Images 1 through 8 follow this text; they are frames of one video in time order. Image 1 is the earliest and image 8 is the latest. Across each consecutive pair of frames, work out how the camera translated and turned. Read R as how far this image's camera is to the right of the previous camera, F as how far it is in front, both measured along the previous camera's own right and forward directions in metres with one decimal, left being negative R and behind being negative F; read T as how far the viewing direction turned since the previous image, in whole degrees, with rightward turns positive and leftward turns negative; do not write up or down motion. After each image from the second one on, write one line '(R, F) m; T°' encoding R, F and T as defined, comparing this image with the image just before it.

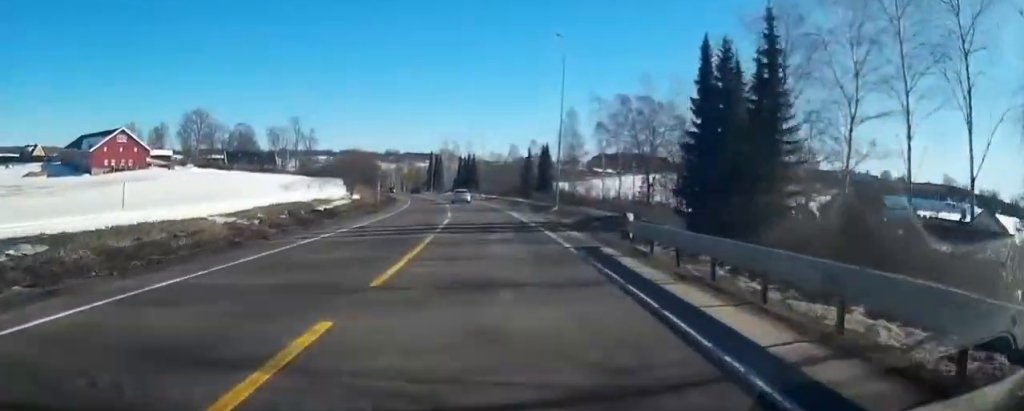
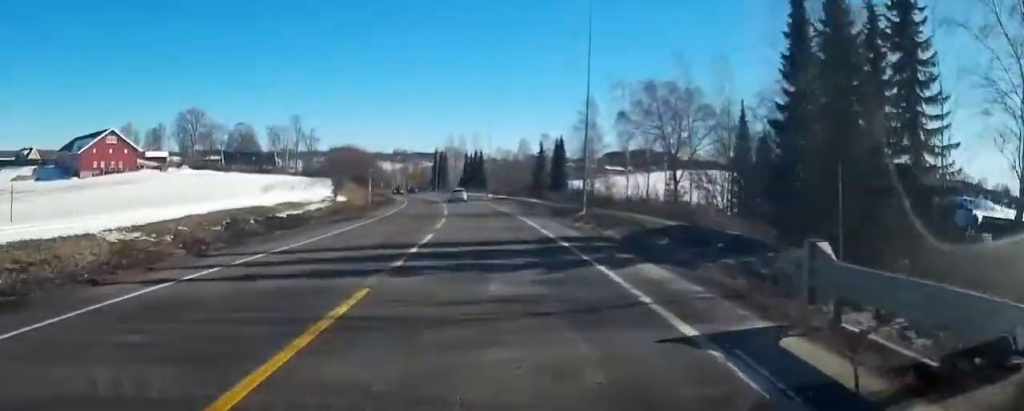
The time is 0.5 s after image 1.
(-0.2, +9.8) m; -1°
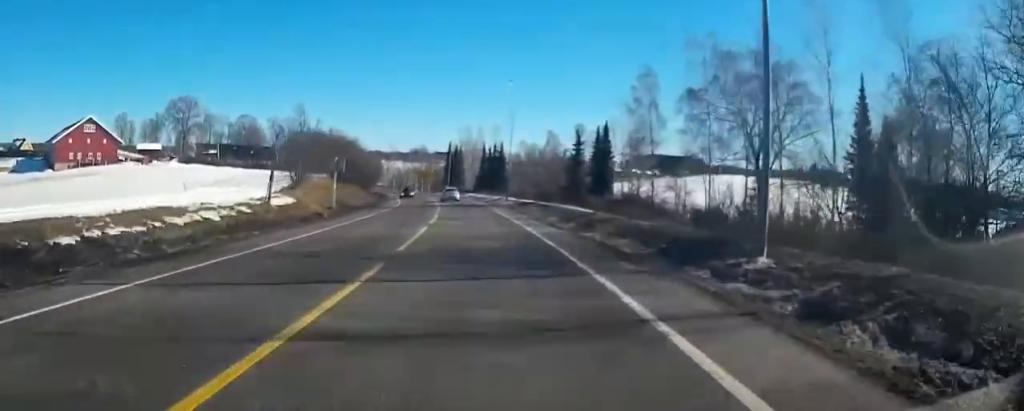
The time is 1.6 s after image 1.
(+0.1, +20.9) m; -2°
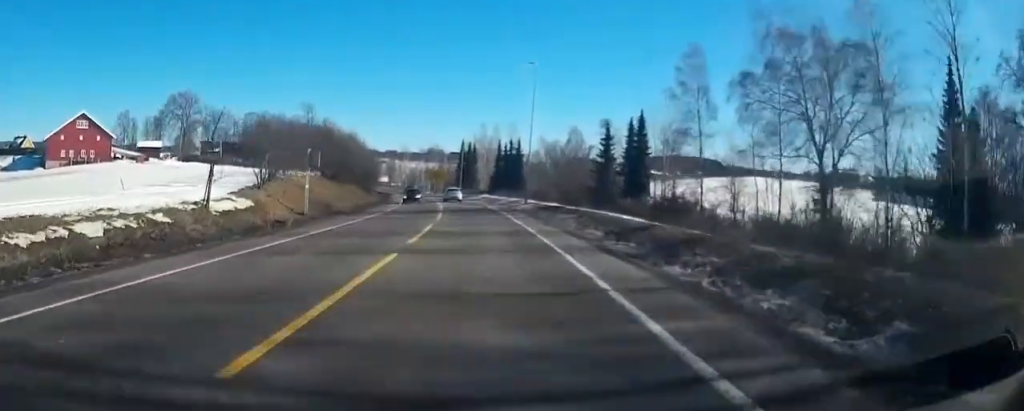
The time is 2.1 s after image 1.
(-0.4, +9.7) m; -1°
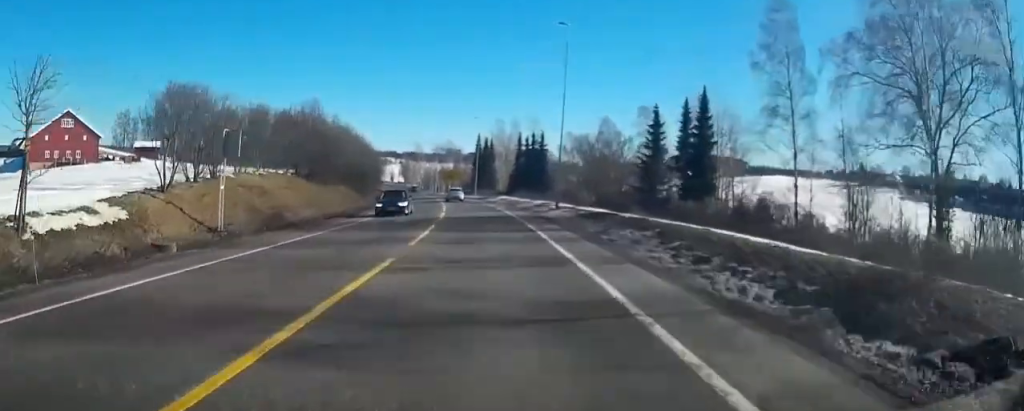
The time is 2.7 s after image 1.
(-0.3, +13.0) m; -2°
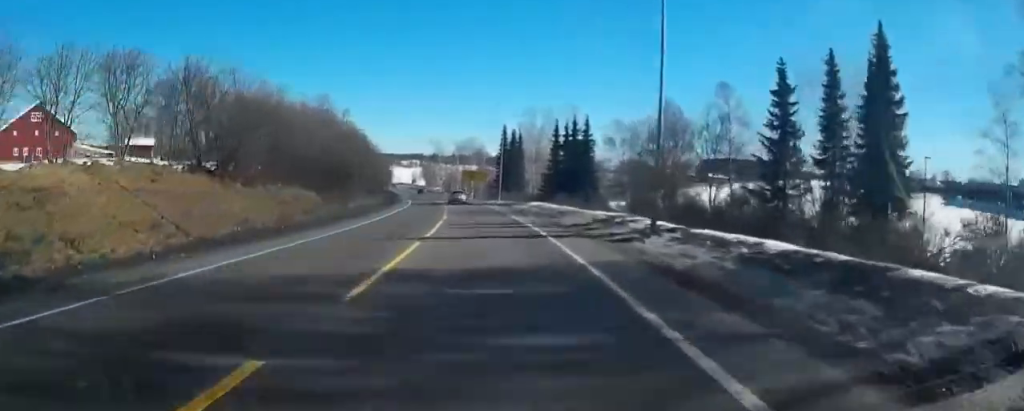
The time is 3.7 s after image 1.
(-0.3, +19.6) m; -2°
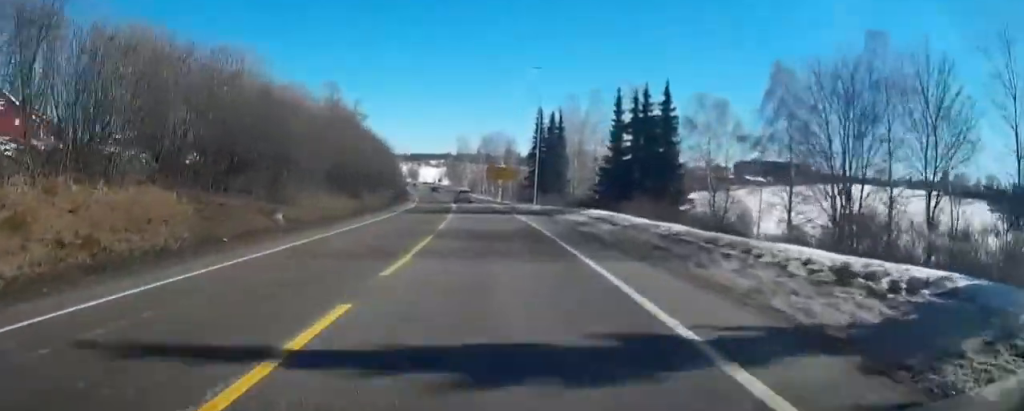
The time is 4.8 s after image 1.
(-0.5, +21.0) m; -2°
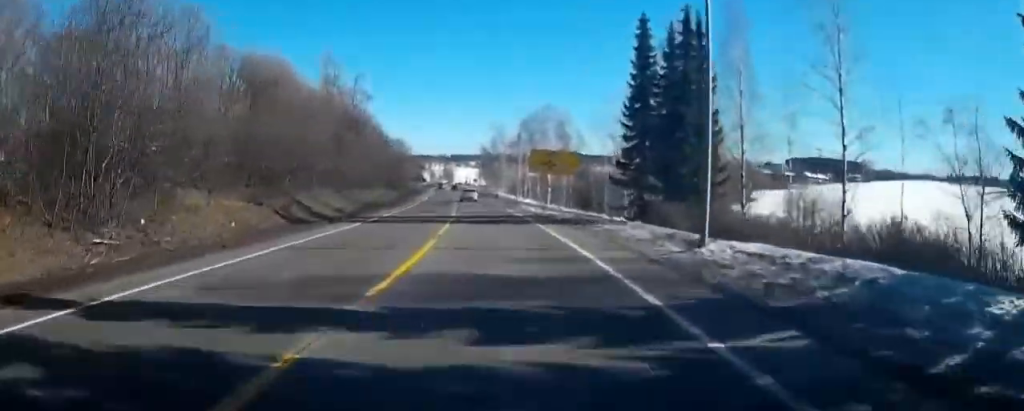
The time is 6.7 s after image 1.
(-1.3, +38.2) m; -5°
